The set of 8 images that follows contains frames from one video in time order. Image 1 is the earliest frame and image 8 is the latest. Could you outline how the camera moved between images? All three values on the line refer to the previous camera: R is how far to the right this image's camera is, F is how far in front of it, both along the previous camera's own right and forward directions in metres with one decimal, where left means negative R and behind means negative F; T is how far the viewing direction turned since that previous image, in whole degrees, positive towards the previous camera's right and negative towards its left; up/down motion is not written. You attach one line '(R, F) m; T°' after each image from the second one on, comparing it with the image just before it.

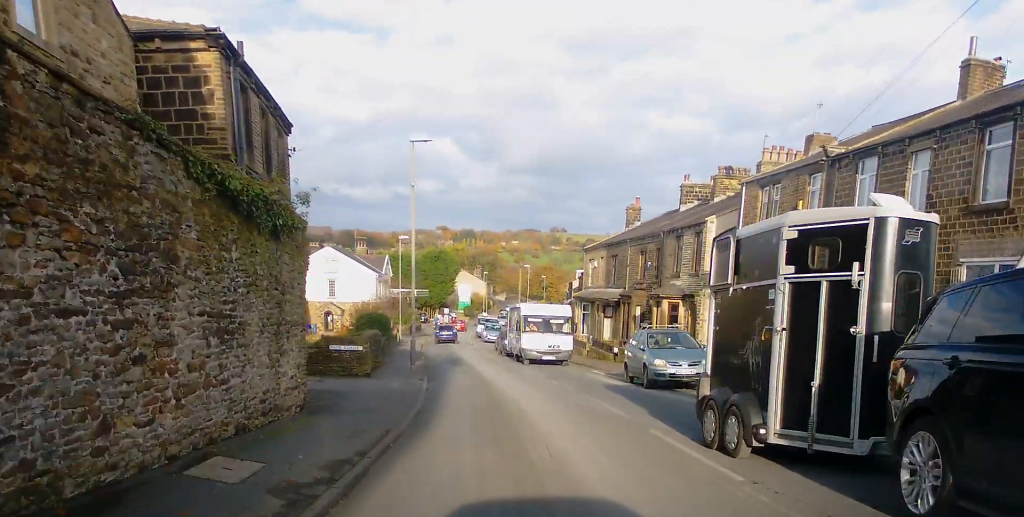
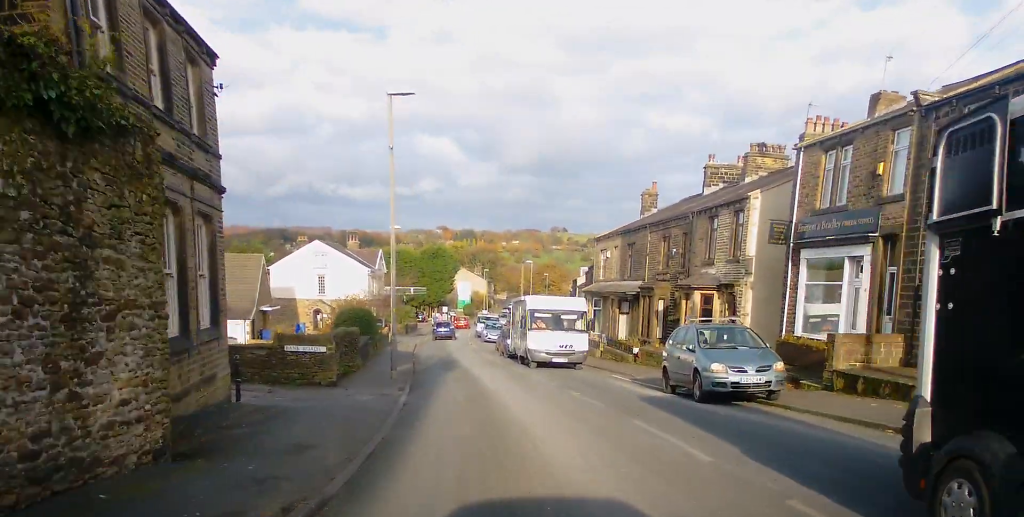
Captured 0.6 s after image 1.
(-0.1, +5.5) m; -1°
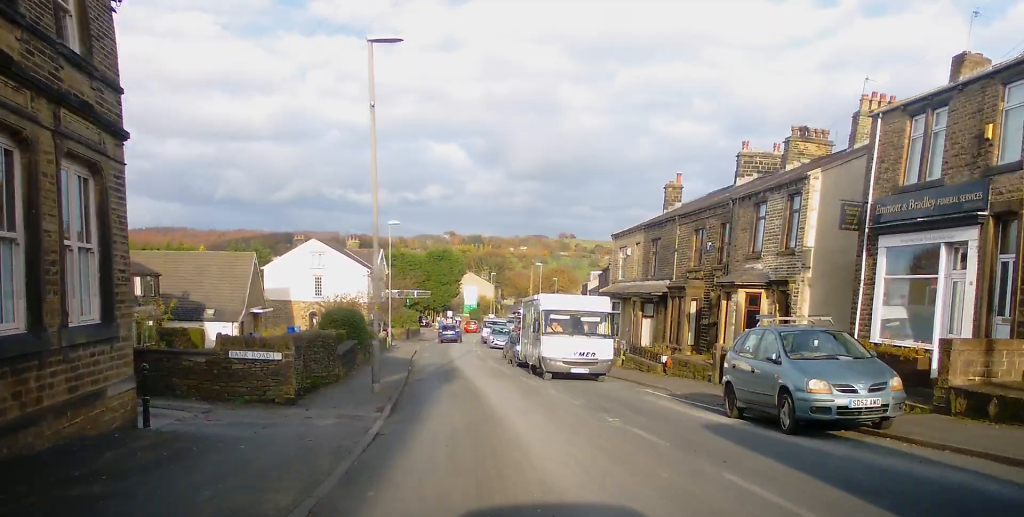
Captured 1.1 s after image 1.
(0.0, +4.7) m; 0°
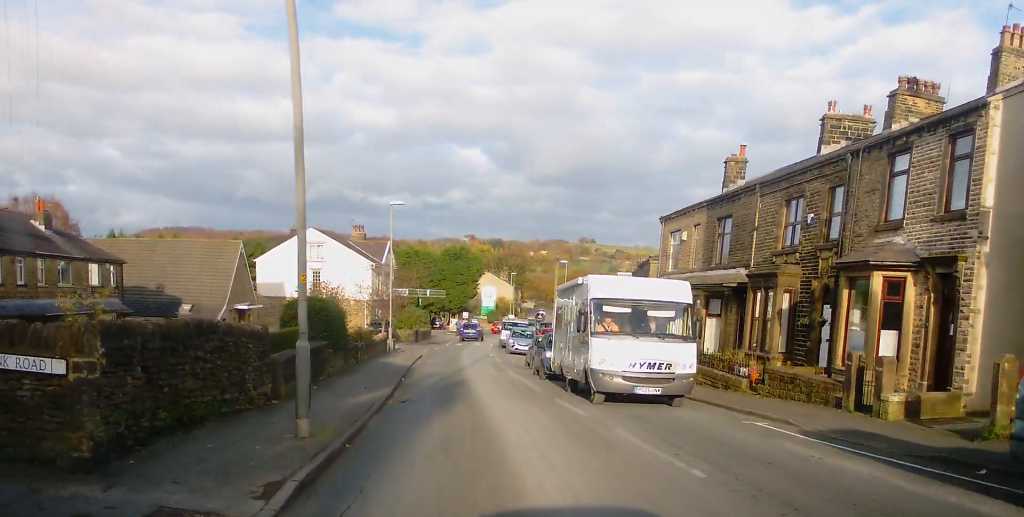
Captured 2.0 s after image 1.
(0.0, +8.3) m; 0°
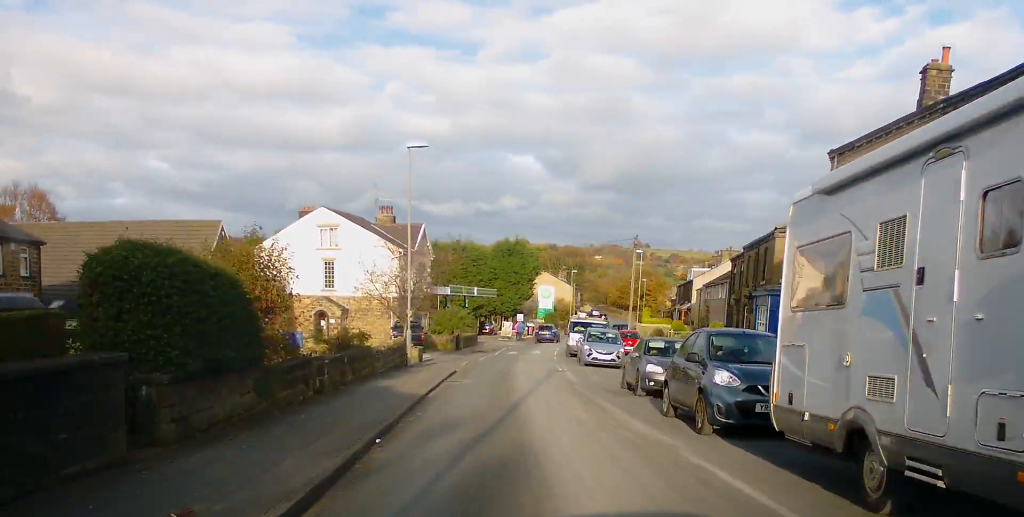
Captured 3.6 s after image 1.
(-0.5, +14.2) m; -3°
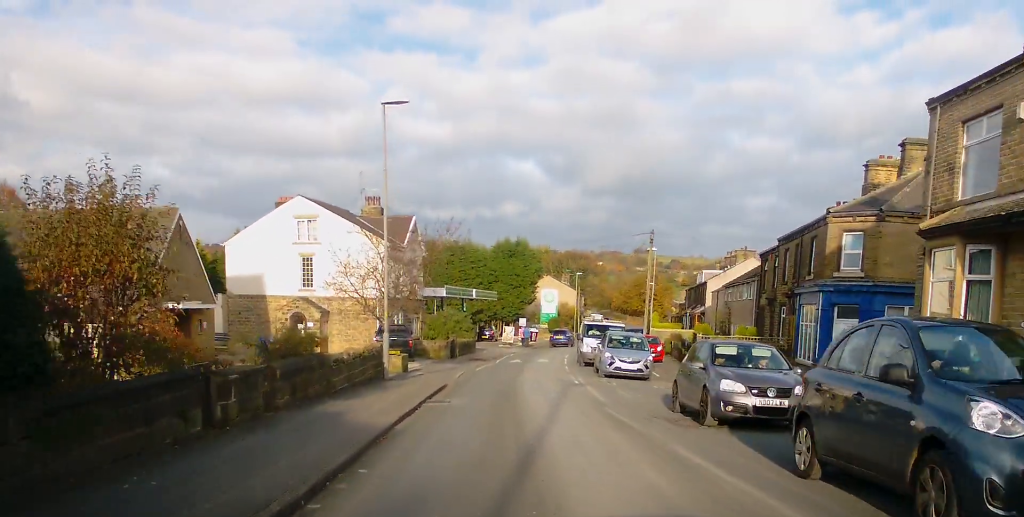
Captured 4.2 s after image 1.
(-0.1, +6.1) m; 0°
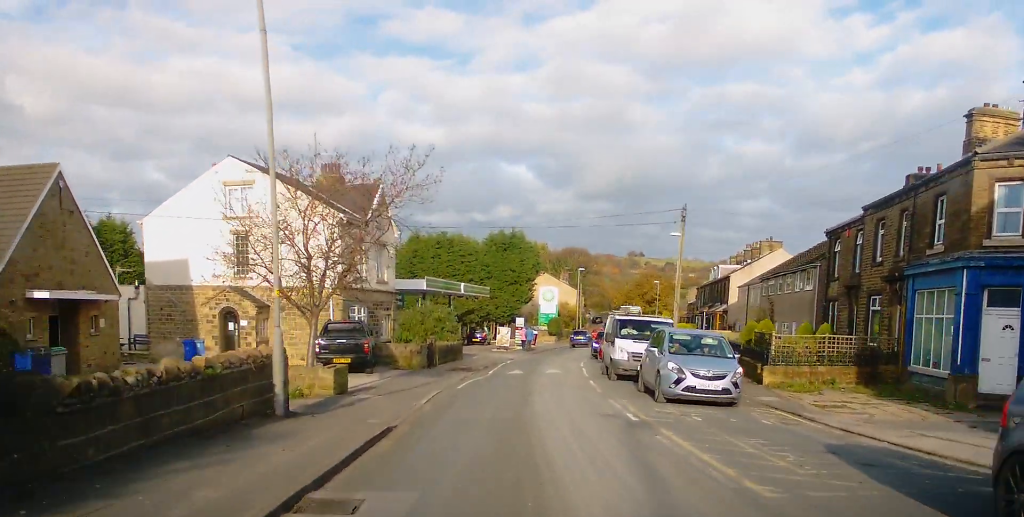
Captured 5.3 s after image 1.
(+0.1, +10.9) m; 0°
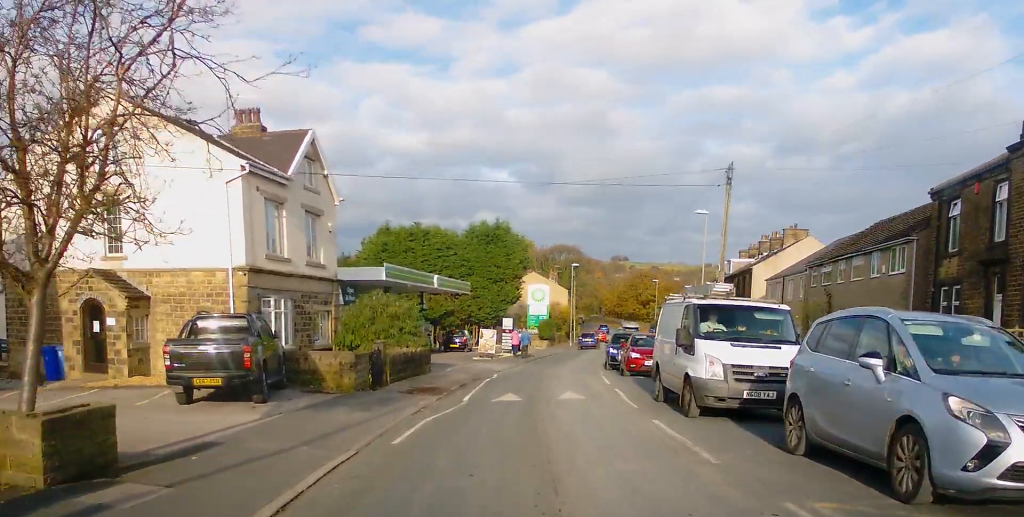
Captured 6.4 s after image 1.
(+0.1, +10.9) m; +2°
